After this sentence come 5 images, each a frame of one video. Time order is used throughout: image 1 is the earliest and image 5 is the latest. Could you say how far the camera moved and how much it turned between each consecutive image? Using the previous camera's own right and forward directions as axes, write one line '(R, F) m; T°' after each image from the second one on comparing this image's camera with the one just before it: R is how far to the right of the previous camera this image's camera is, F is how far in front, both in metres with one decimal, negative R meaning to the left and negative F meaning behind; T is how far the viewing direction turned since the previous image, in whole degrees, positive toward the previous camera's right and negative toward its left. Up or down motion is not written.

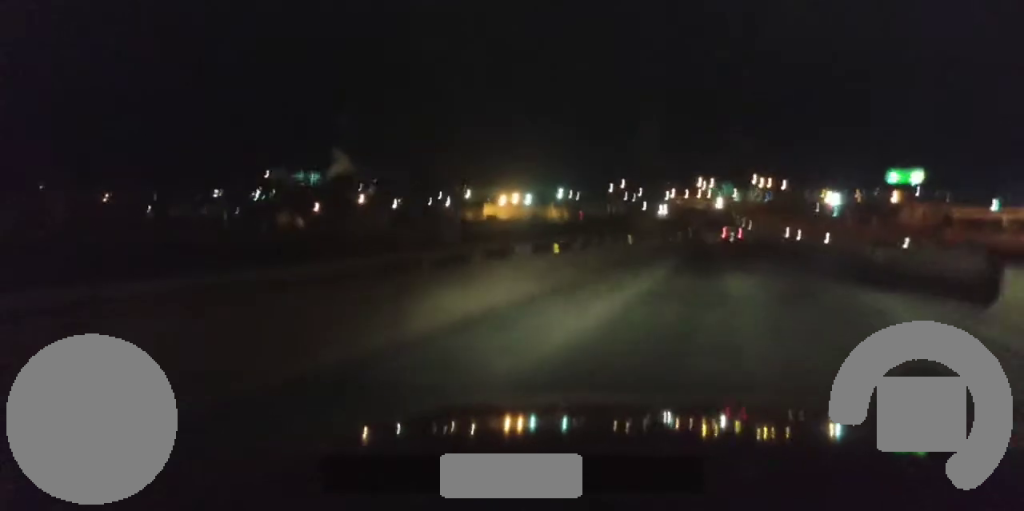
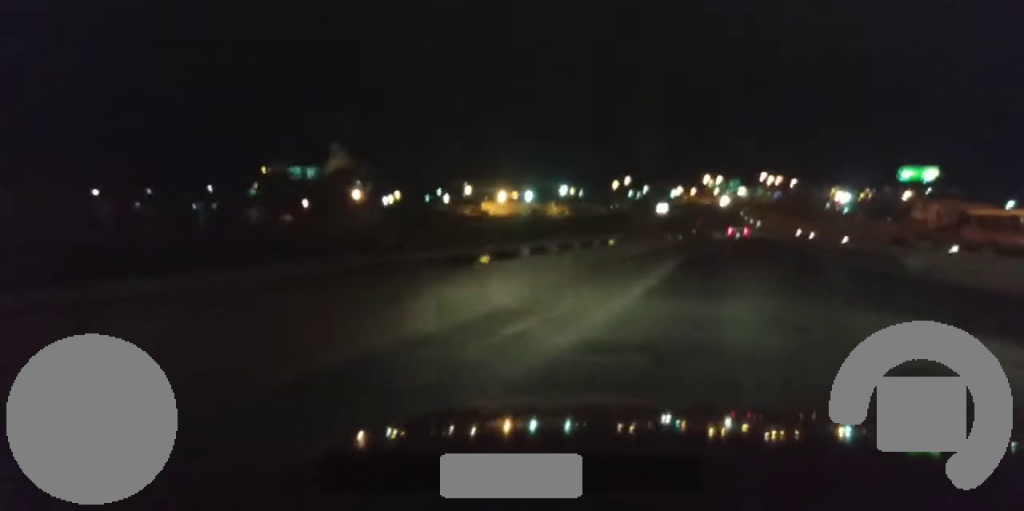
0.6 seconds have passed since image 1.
(-0.1, +5.6) m; -1°
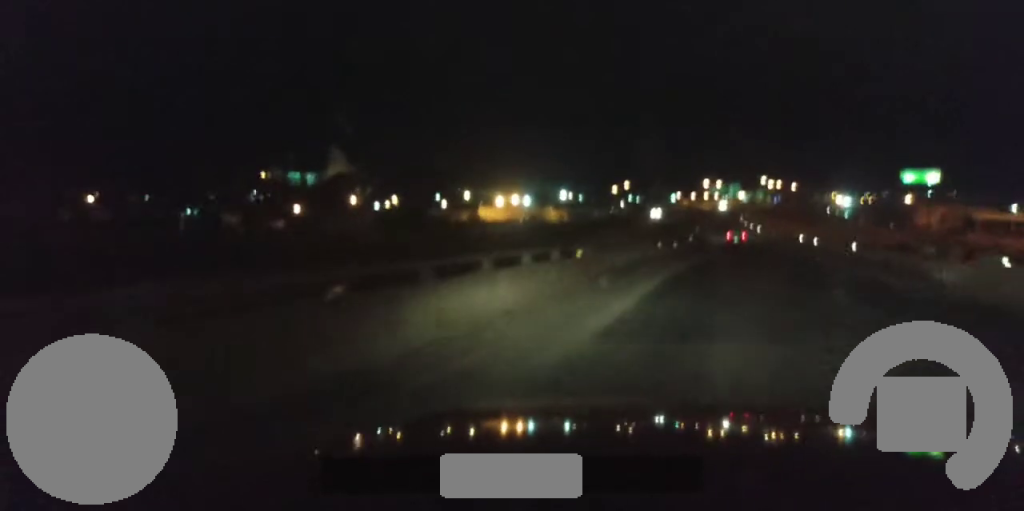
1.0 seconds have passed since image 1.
(-0.1, +4.8) m; -1°
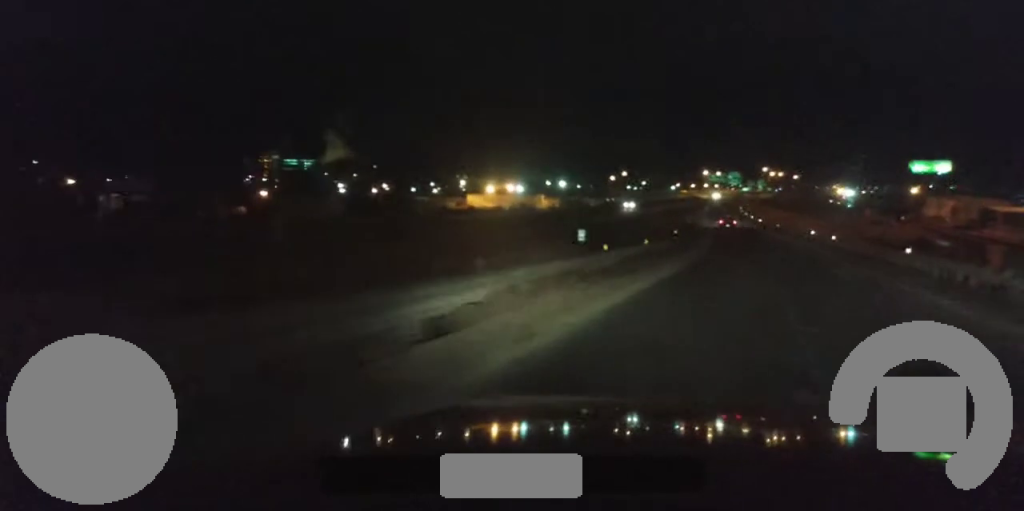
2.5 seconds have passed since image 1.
(-0.6, +16.7) m; -3°
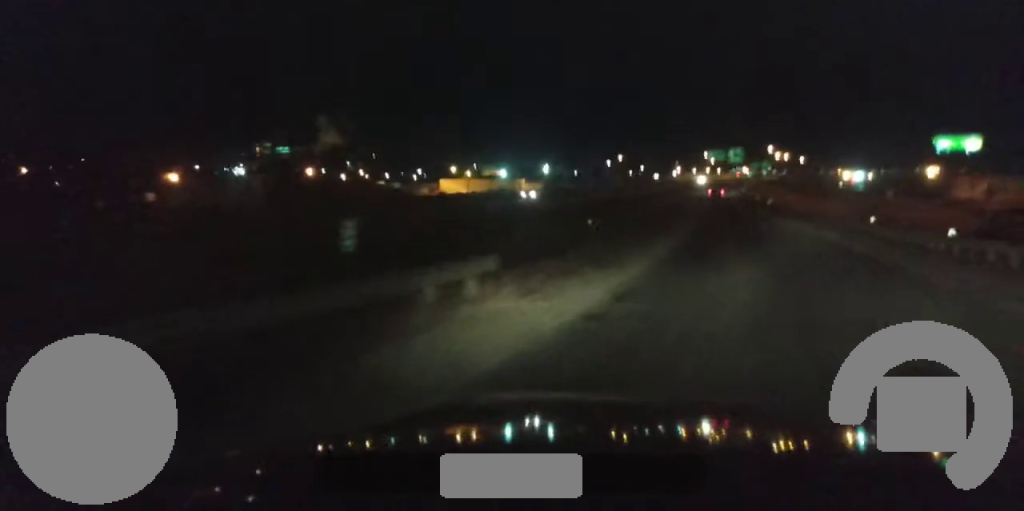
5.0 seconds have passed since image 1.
(+0.3, +34.7) m; +1°
